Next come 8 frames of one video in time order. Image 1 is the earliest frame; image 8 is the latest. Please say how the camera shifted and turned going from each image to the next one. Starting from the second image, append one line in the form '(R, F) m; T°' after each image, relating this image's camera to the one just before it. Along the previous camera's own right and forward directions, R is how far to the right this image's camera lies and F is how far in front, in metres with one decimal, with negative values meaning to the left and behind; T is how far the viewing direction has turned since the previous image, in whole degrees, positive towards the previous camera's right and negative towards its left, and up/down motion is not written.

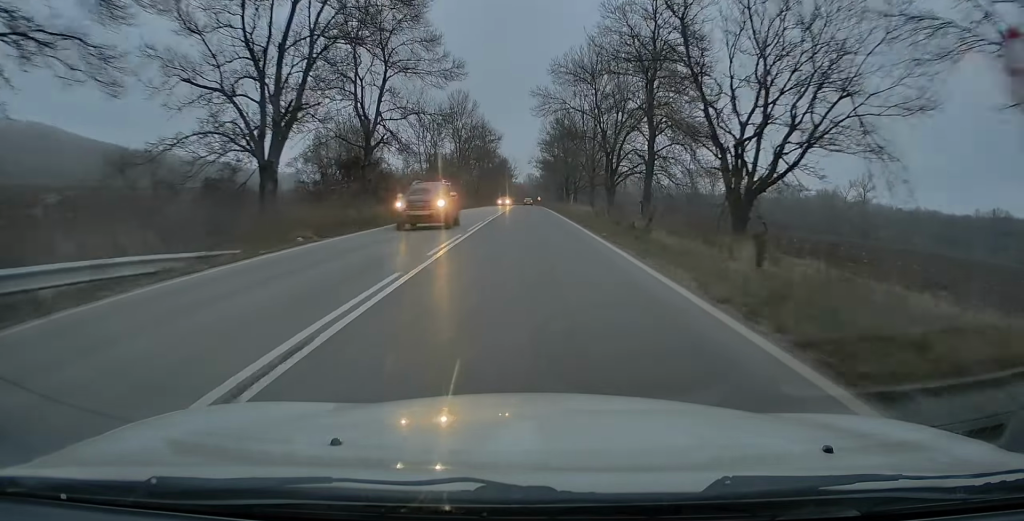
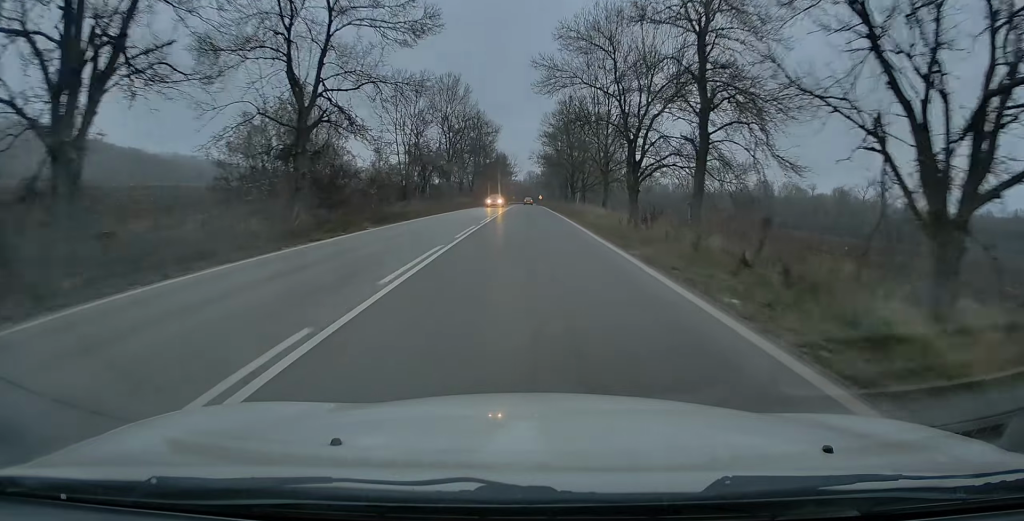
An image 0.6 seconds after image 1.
(0.0, +12.7) m; 0°
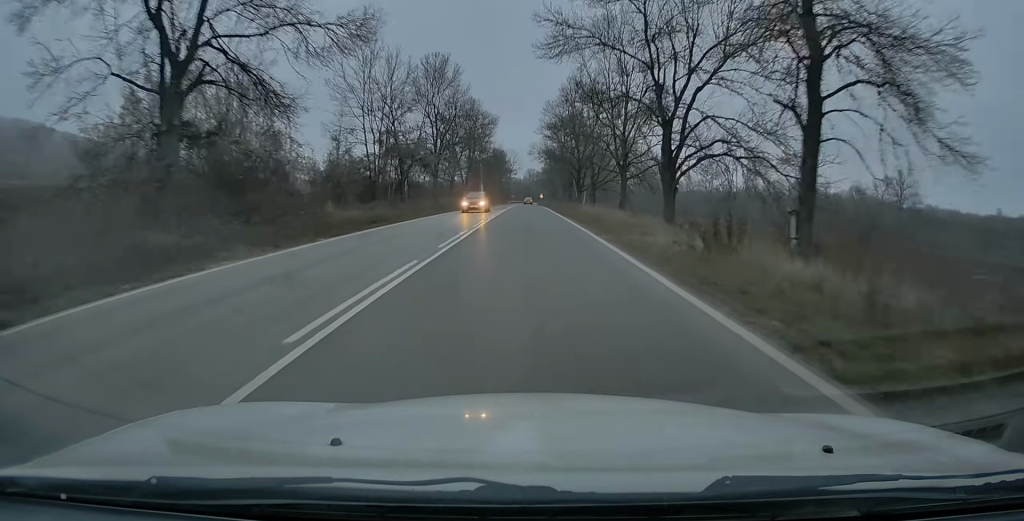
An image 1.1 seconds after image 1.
(0.0, +11.9) m; 0°
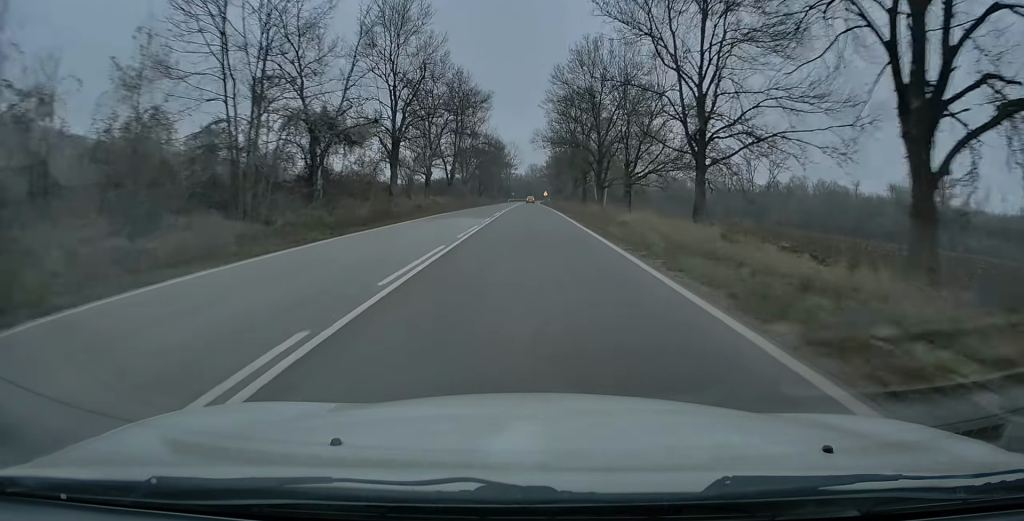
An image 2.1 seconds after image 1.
(0.0, +23.0) m; 0°
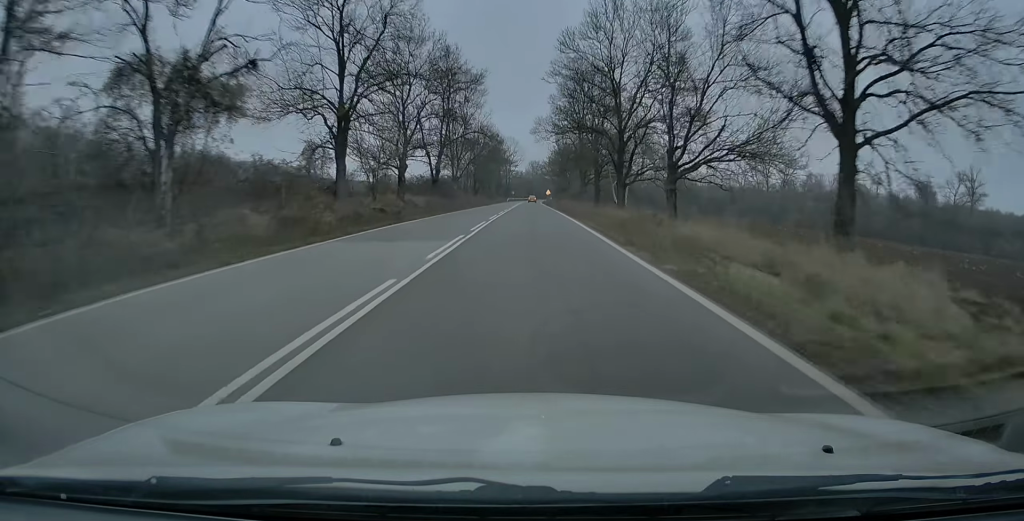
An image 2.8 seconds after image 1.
(0.0, +14.1) m; 0°
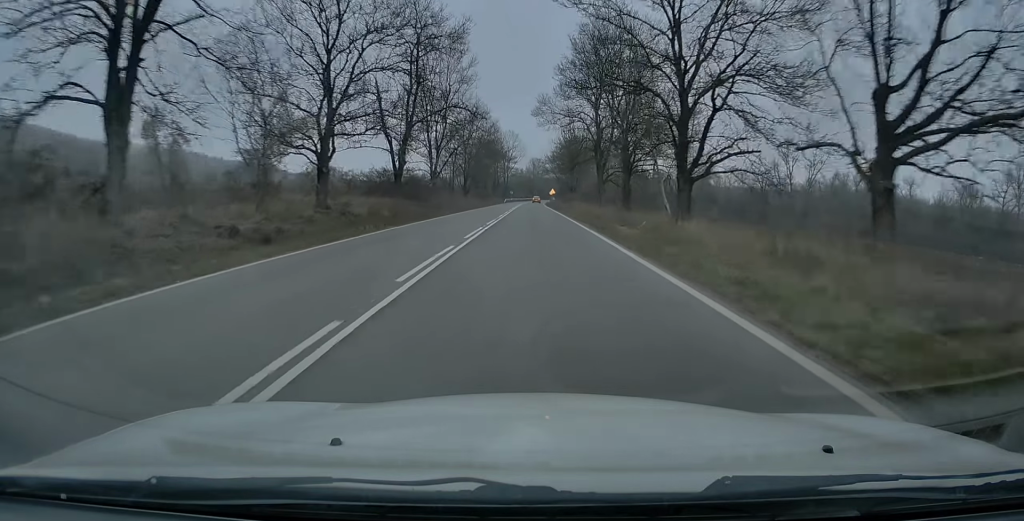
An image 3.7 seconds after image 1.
(0.0, +20.2) m; 0°
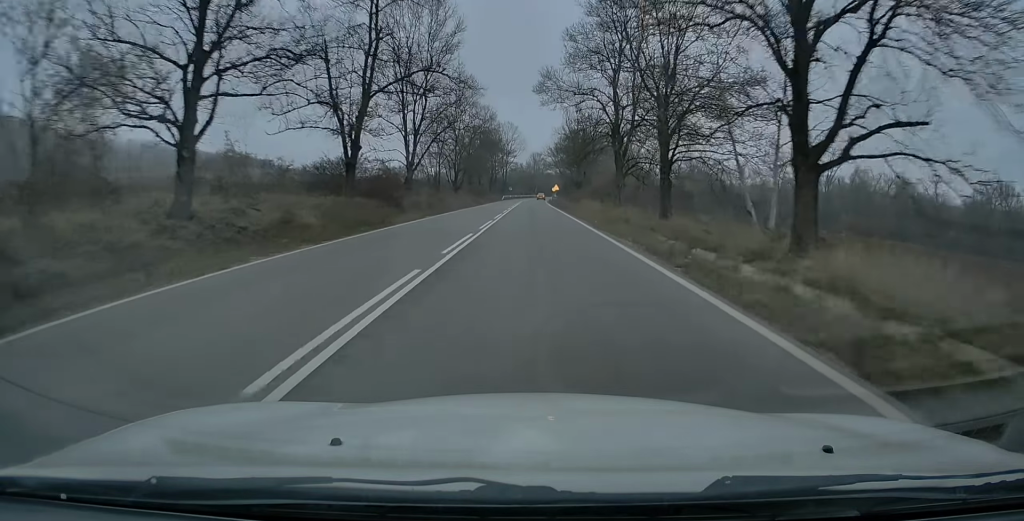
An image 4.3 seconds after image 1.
(0.0, +13.5) m; -1°
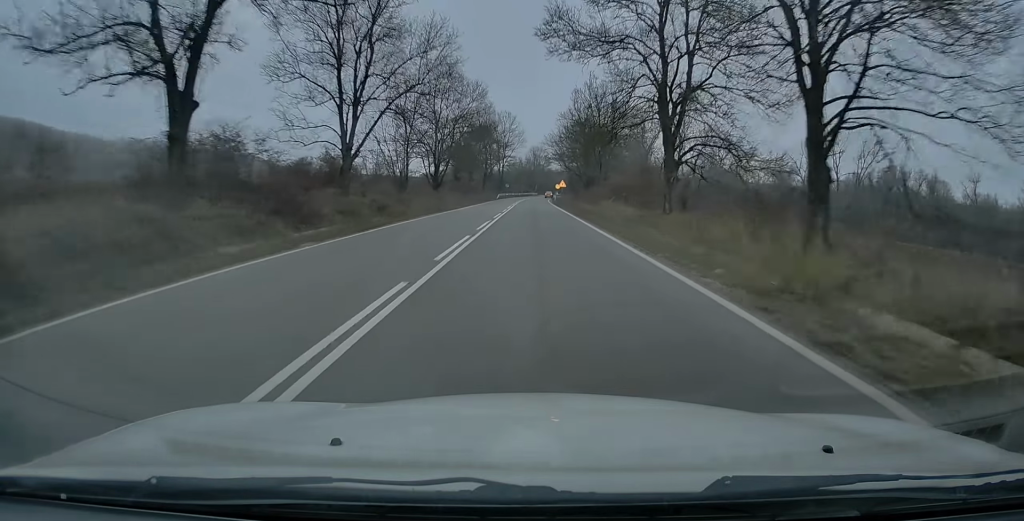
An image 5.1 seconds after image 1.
(-0.2, +18.8) m; -1°
